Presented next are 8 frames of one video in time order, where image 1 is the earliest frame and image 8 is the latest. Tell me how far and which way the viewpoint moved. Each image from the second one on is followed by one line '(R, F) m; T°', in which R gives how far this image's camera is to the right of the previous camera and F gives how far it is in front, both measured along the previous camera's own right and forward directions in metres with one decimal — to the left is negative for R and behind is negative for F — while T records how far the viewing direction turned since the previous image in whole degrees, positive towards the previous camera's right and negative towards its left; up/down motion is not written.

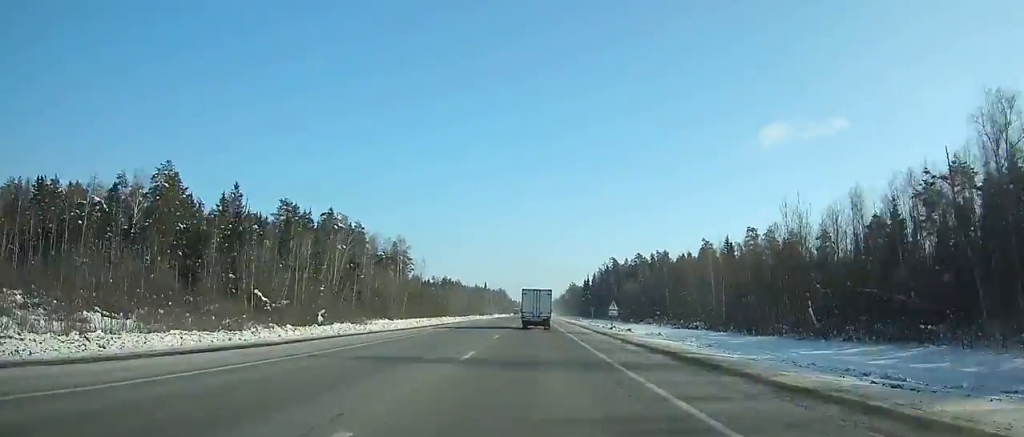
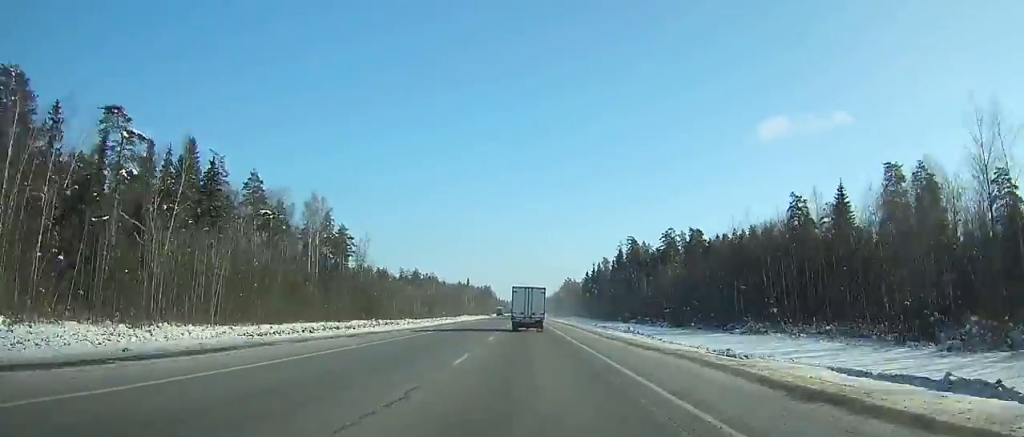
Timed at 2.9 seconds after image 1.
(+0.5, +72.3) m; +1°
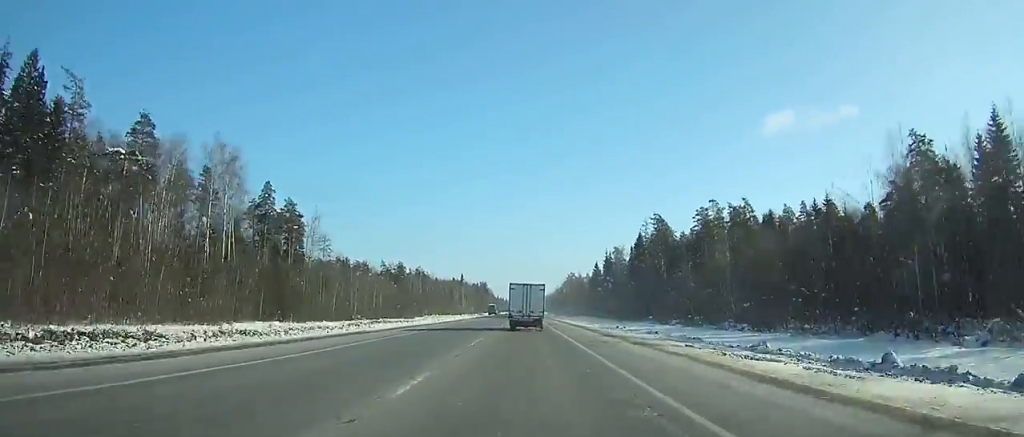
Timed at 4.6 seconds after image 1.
(+0.1, +42.4) m; 0°
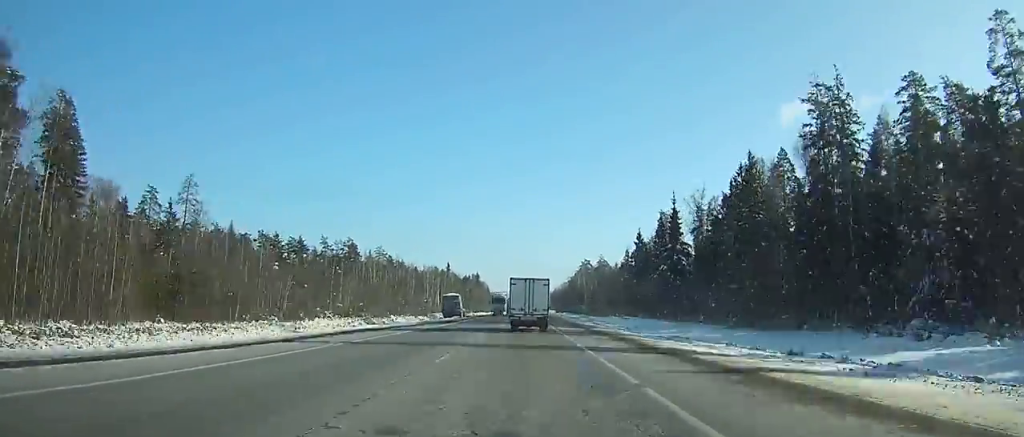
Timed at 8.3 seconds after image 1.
(-0.2, +92.2) m; 0°
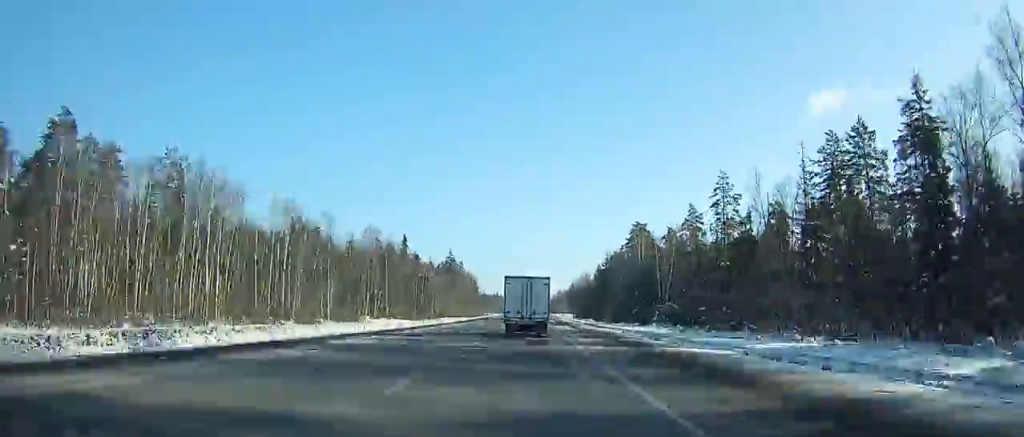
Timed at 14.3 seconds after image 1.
(-0.3, +147.0) m; 0°
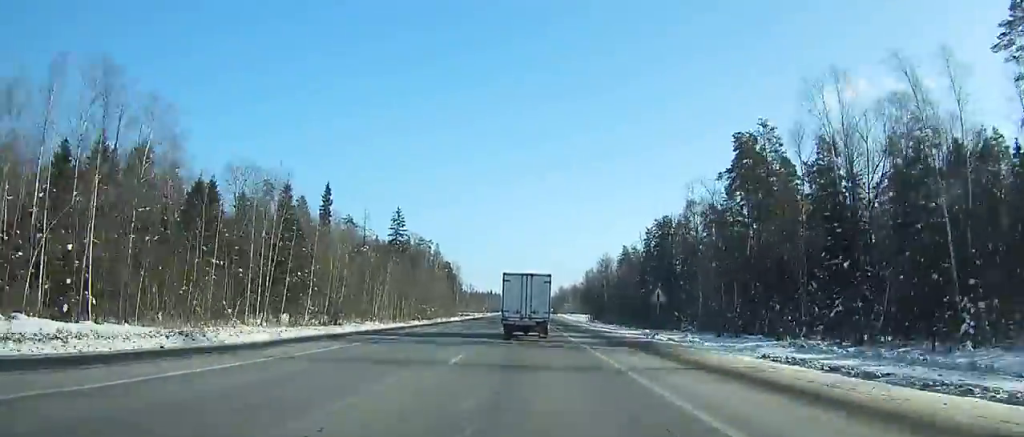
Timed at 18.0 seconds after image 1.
(-0.1, +86.9) m; 0°
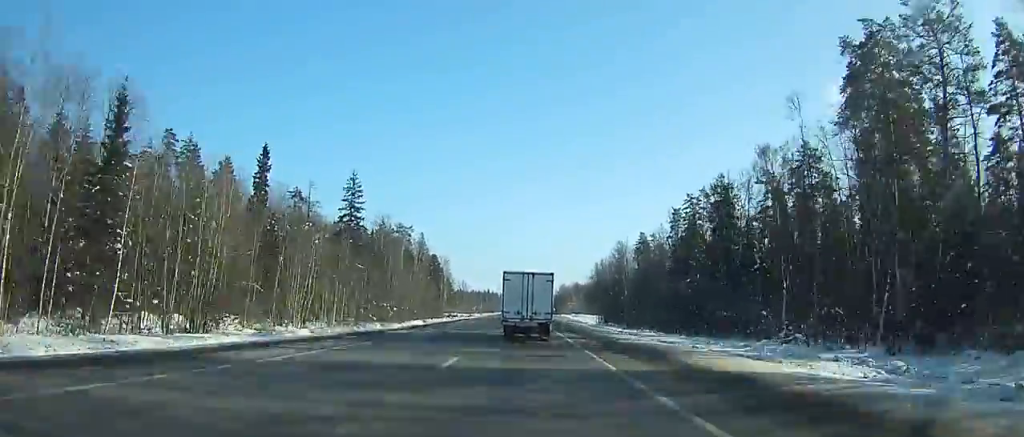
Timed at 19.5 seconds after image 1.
(0.0, +34.1) m; +2°
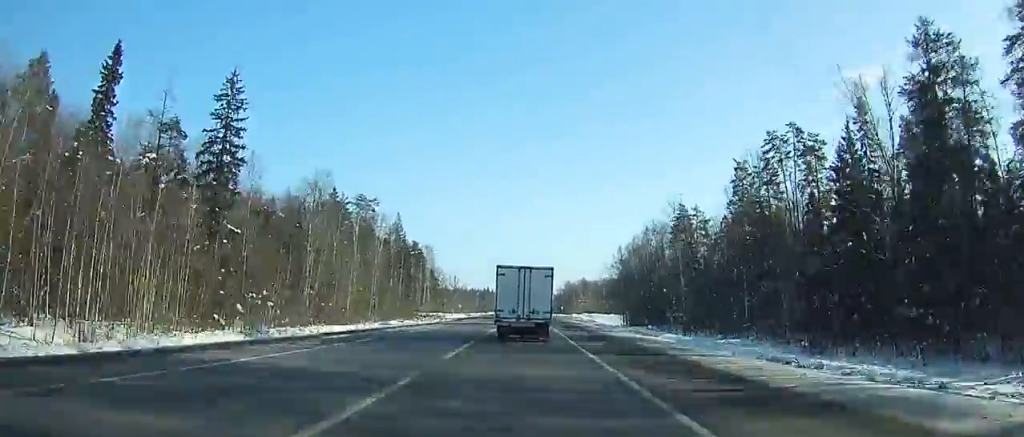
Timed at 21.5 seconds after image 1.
(-1.7, +44.8) m; +5°
